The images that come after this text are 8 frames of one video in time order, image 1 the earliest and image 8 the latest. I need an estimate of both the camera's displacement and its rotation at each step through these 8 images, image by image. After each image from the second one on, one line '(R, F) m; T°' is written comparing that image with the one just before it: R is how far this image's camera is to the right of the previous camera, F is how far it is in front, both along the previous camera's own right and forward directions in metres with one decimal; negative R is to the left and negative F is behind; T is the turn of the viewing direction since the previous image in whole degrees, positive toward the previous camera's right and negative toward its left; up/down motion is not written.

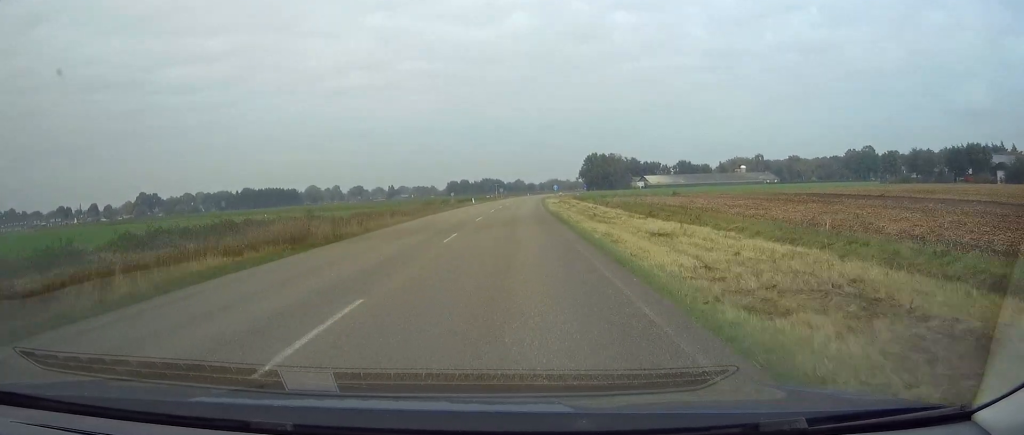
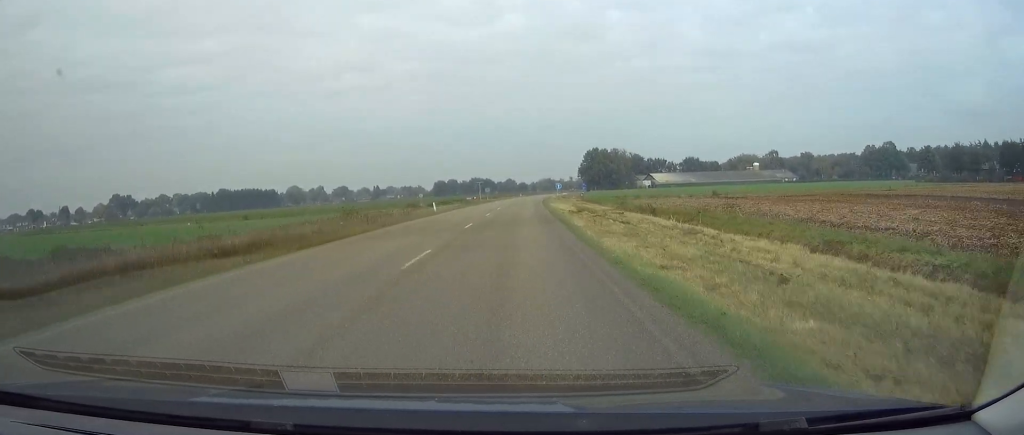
(-0.1, +31.0) m; +1°
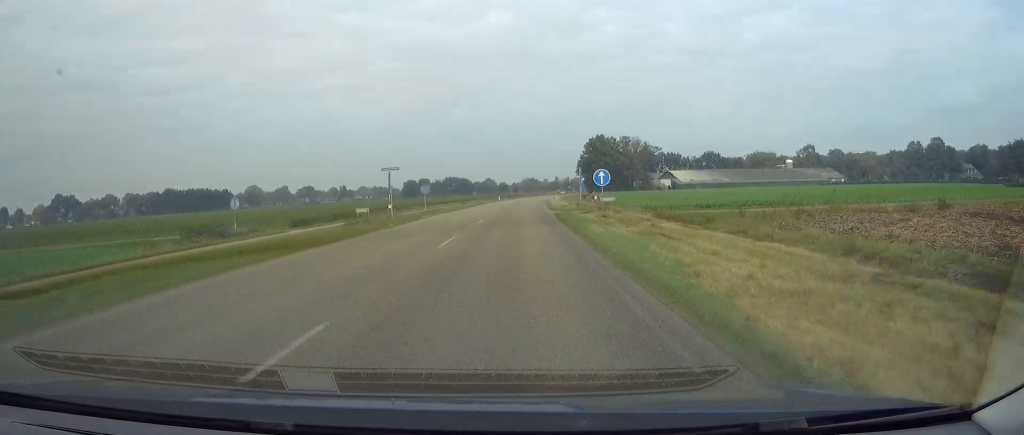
(+1.2, +58.7) m; +2°
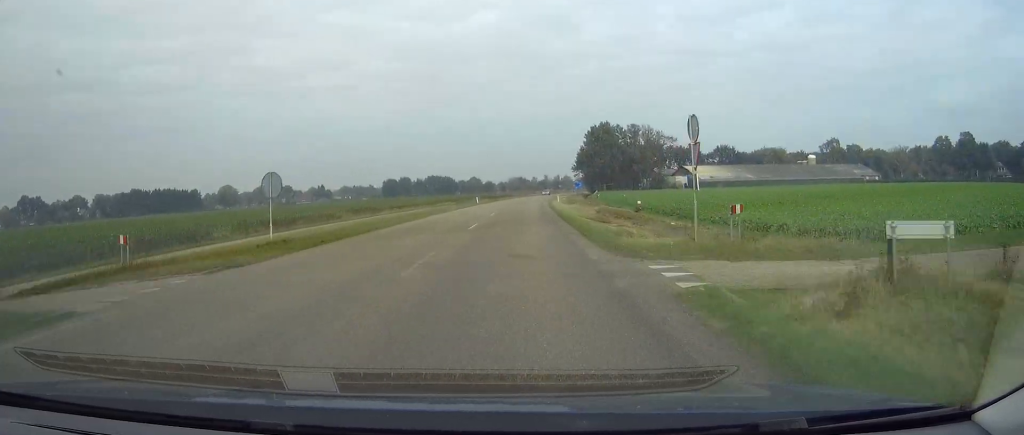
(+0.3, +30.9) m; +1°
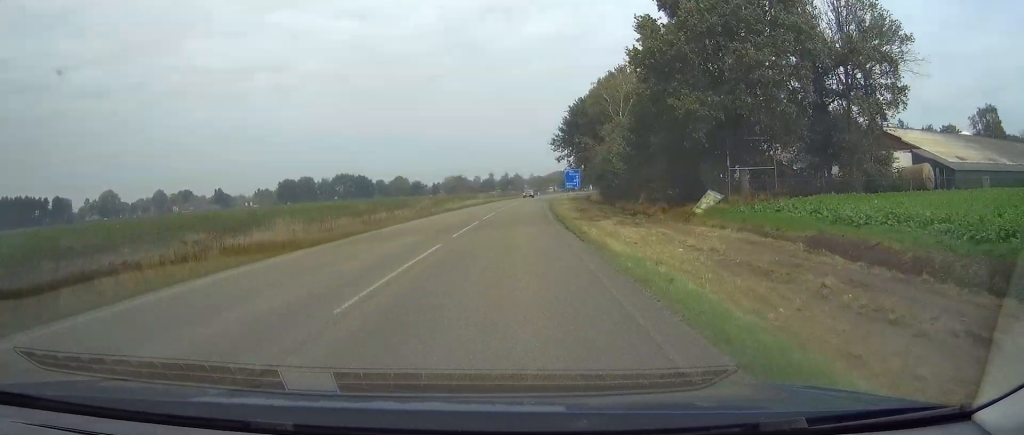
(+4.2, +110.8) m; +5°
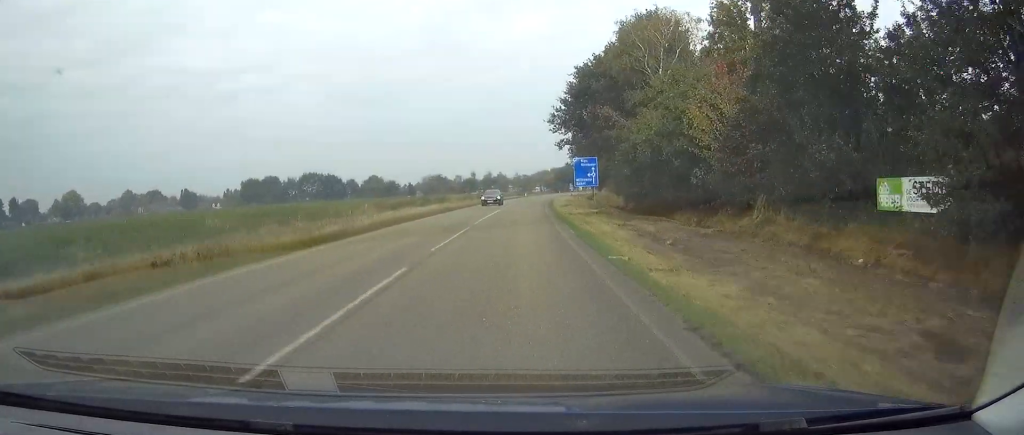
(+0.3, +30.0) m; +2°
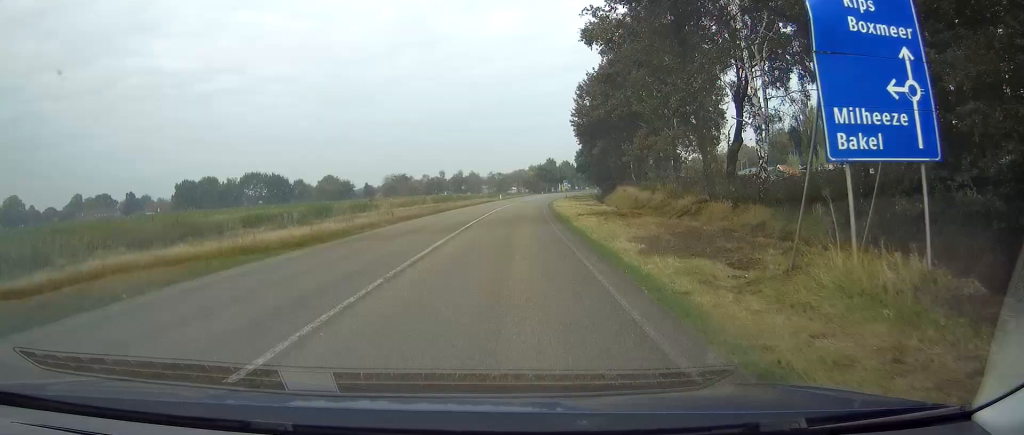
(+0.9, +44.3) m; +2°
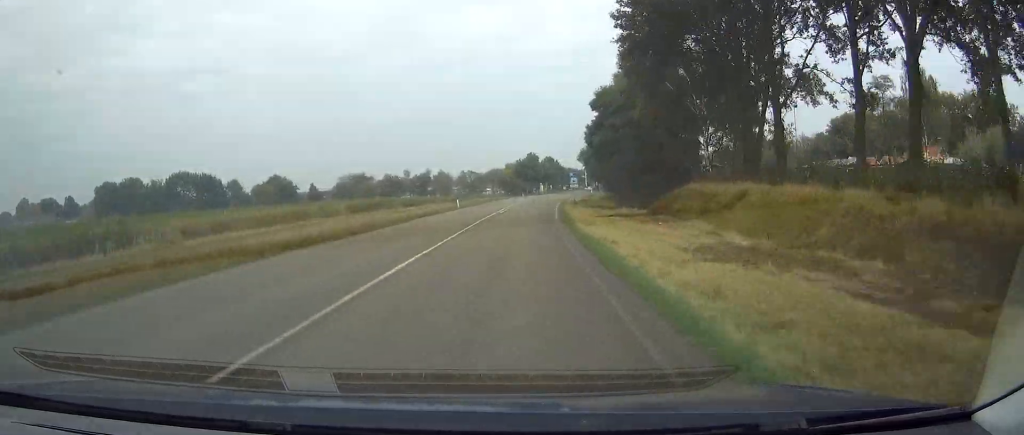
(+0.8, +45.6) m; +2°
